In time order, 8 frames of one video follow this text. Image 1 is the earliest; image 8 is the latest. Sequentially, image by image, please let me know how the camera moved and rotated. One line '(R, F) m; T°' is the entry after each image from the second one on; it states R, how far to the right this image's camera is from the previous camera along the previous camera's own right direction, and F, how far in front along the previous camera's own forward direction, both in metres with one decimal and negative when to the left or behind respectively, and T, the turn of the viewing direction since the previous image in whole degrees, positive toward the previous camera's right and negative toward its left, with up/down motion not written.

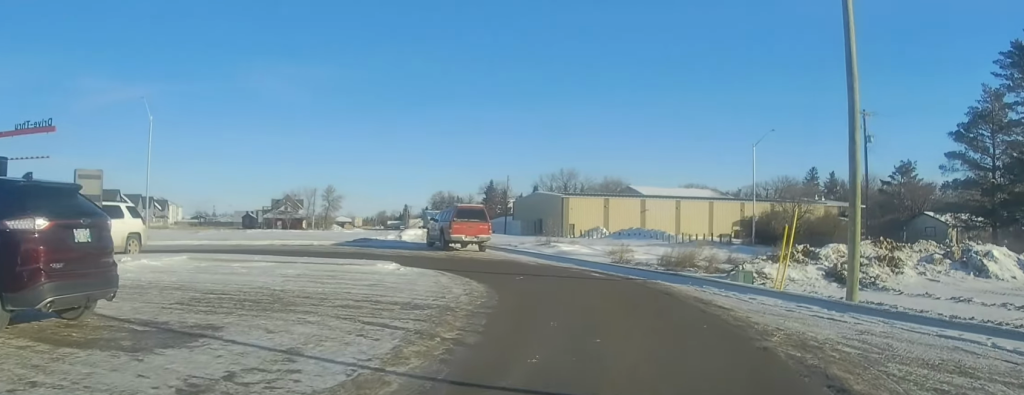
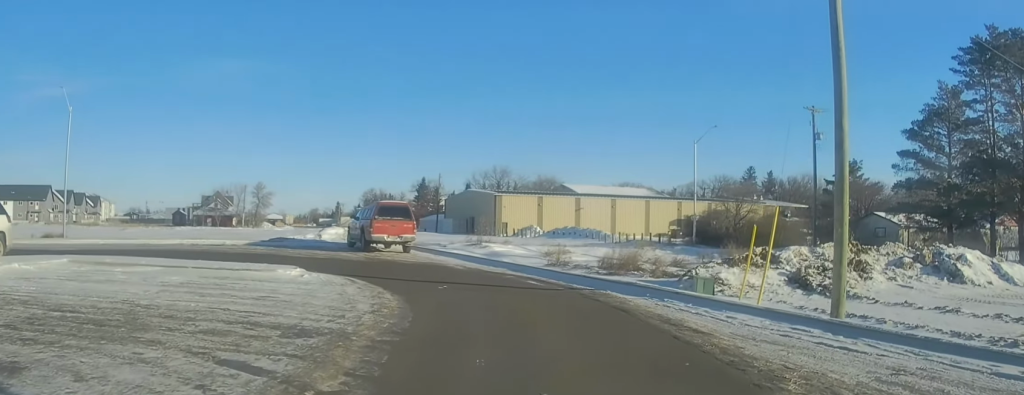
(+0.3, +2.9) m; +7°
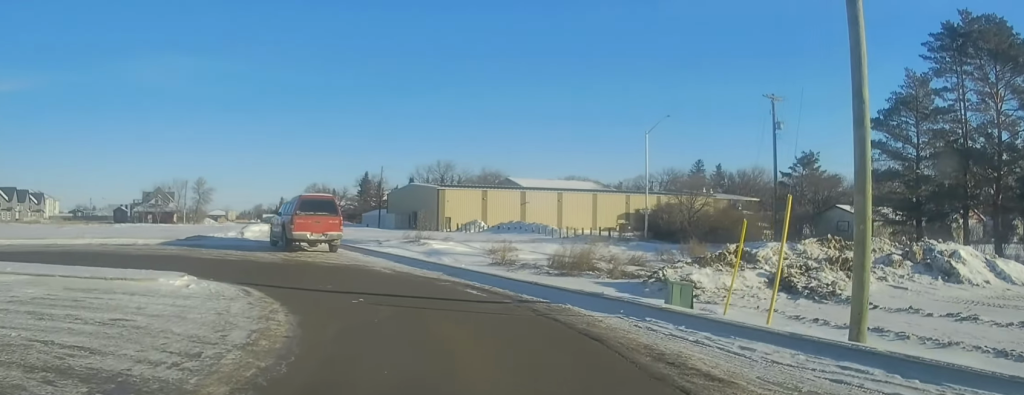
(+0.2, +3.3) m; +4°
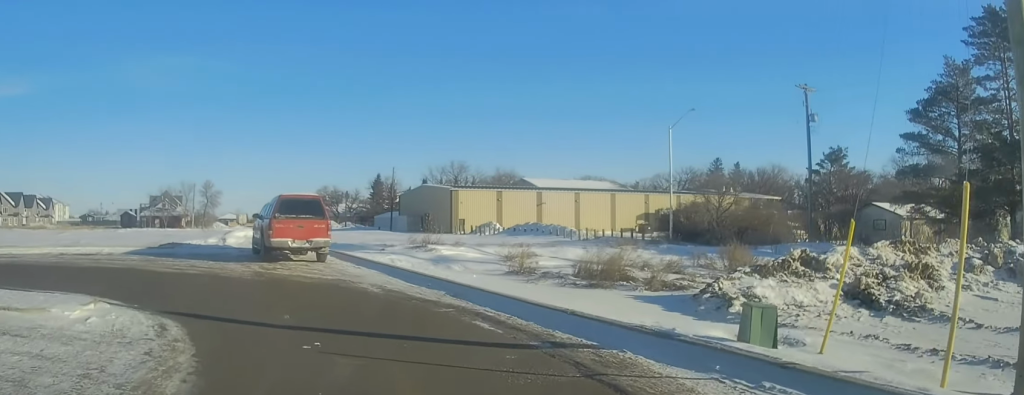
(+0.2, +4.0) m; 0°
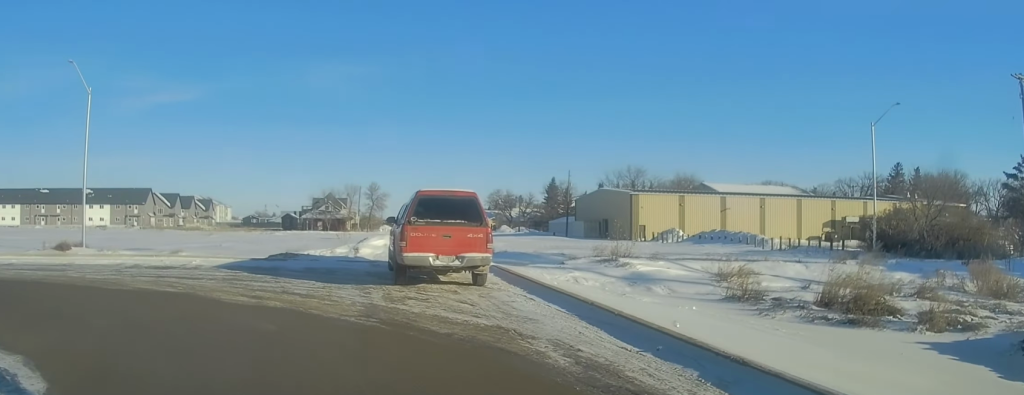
(-0.8, +6.3) m; -18°
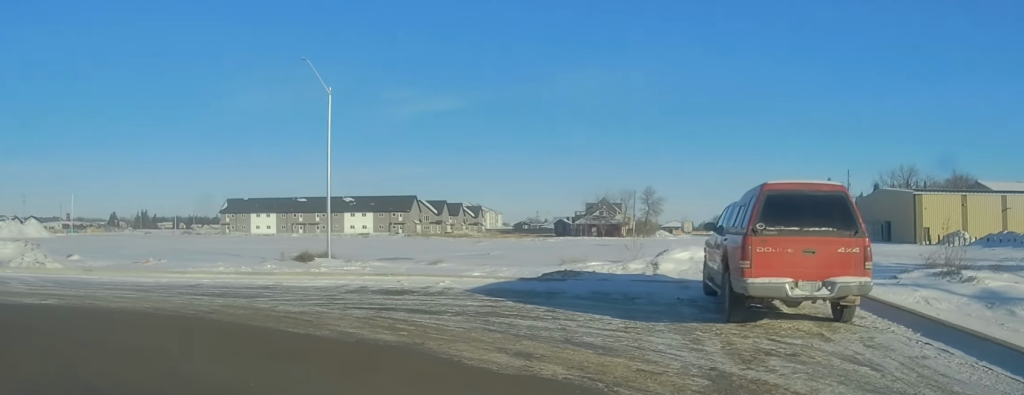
(-0.8, +4.5) m; -19°
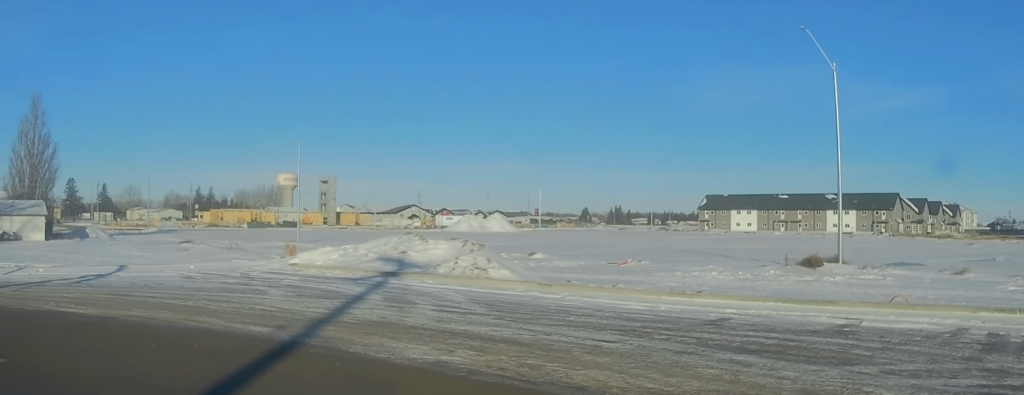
(-1.4, +5.6) m; -30°
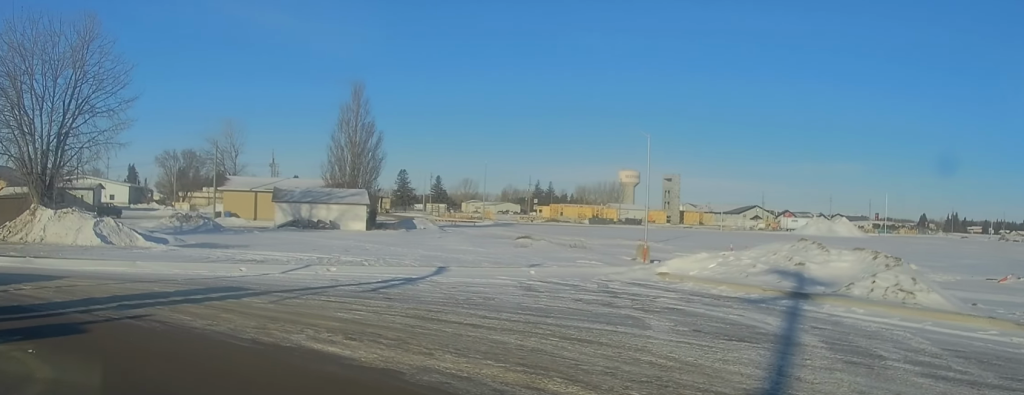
(-1.3, +4.7) m; -32°
